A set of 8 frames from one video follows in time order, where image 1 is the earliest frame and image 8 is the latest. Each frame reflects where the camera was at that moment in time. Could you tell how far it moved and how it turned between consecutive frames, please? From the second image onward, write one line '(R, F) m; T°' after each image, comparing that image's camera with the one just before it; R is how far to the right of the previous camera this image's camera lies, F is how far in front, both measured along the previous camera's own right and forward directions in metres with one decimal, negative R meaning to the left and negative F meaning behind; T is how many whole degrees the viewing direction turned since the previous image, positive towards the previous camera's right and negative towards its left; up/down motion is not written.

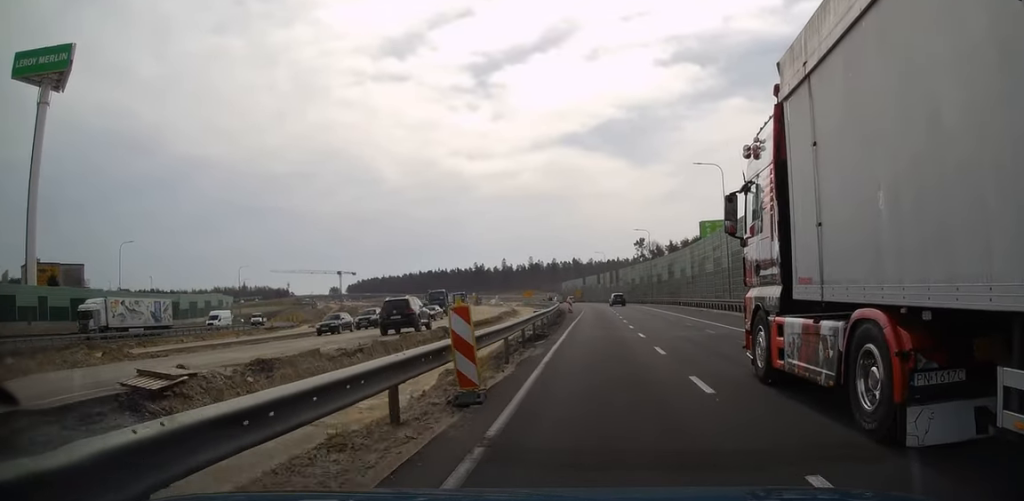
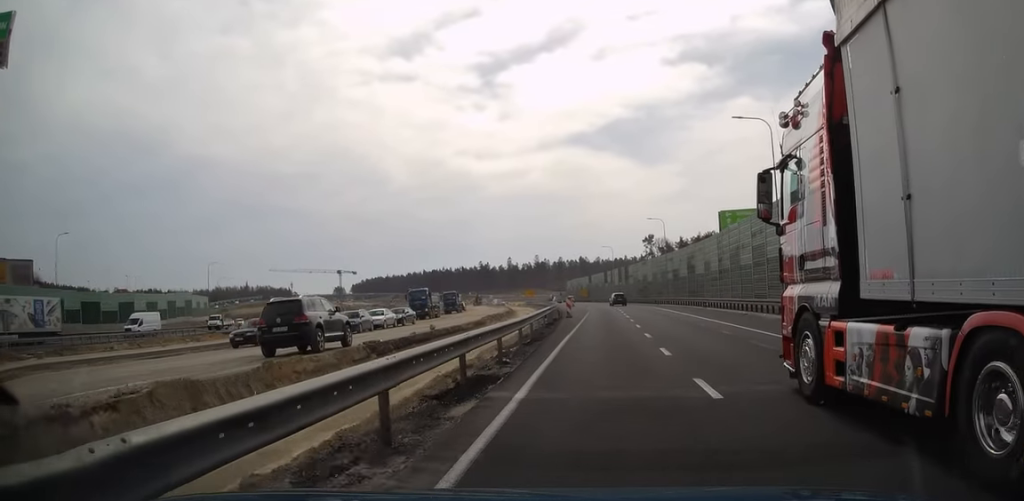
(-0.1, +12.4) m; -1°
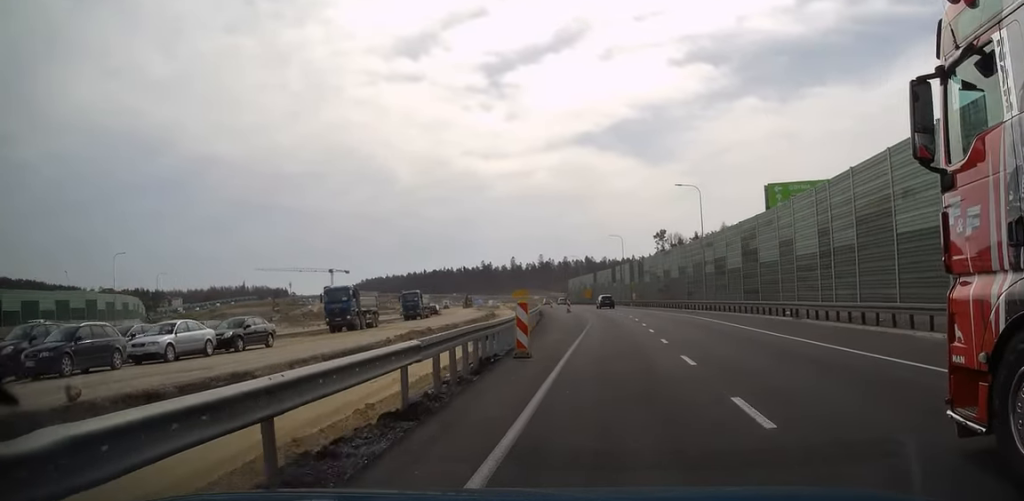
(-0.2, +25.6) m; -1°
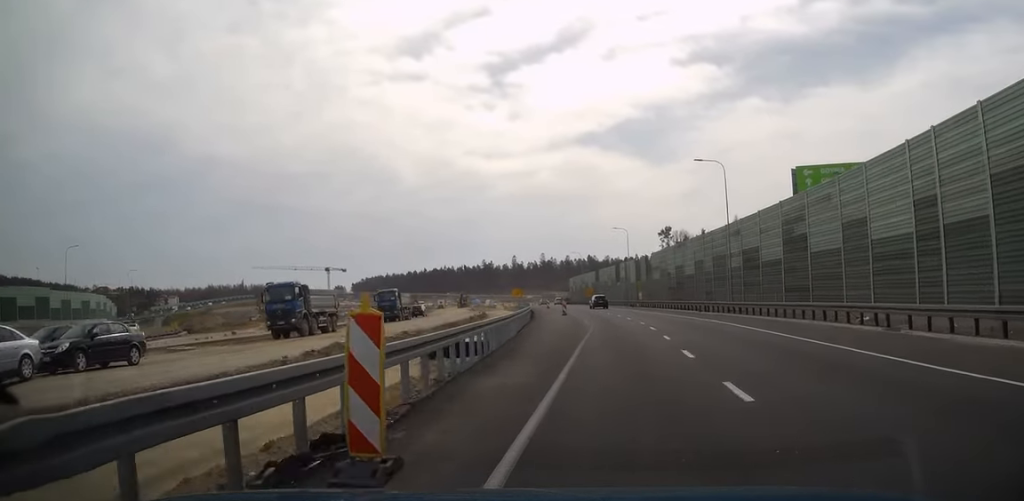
(0.0, +10.2) m; 0°
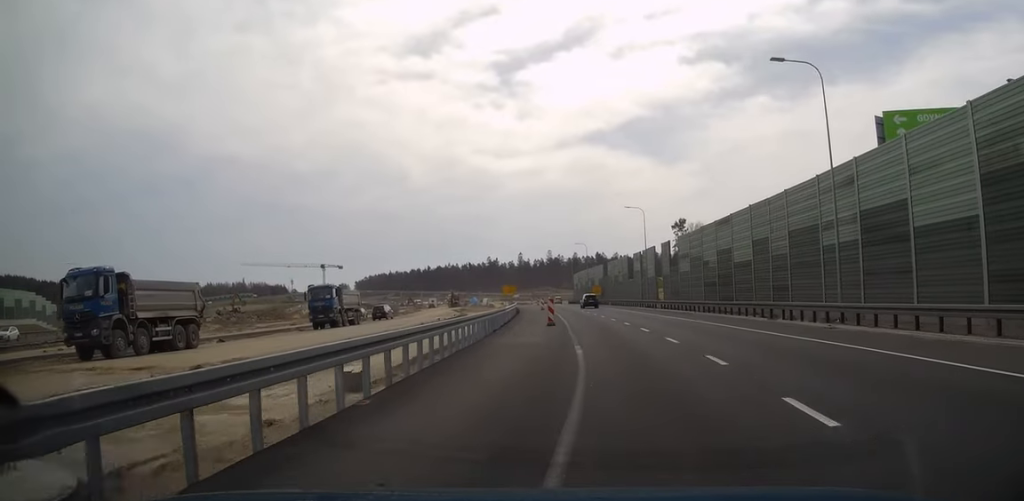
(-0.2, +19.7) m; -1°
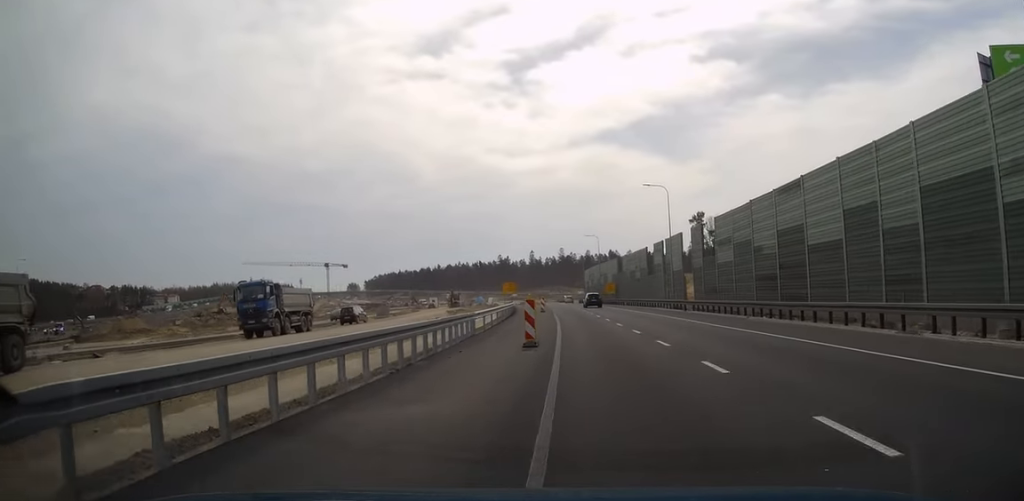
(0.0, +13.2) m; -1°
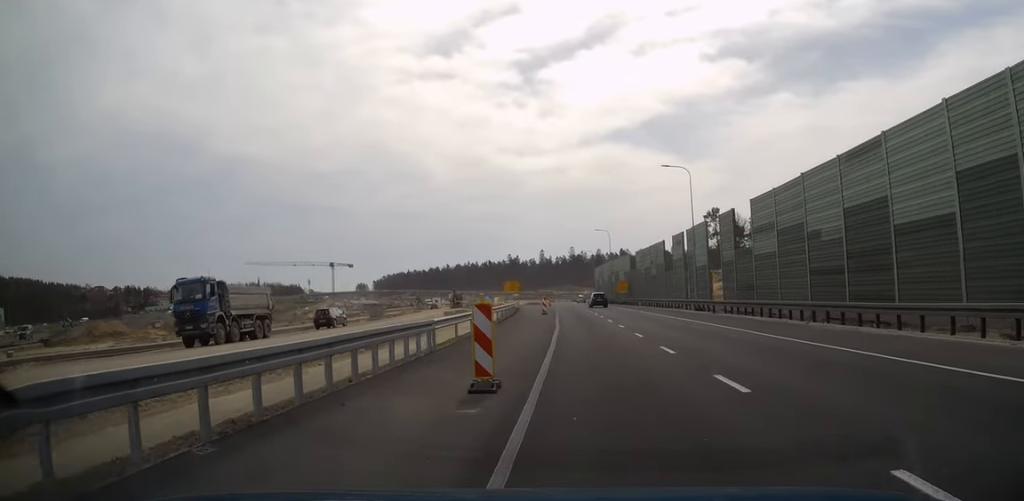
(-0.1, +8.1) m; -1°
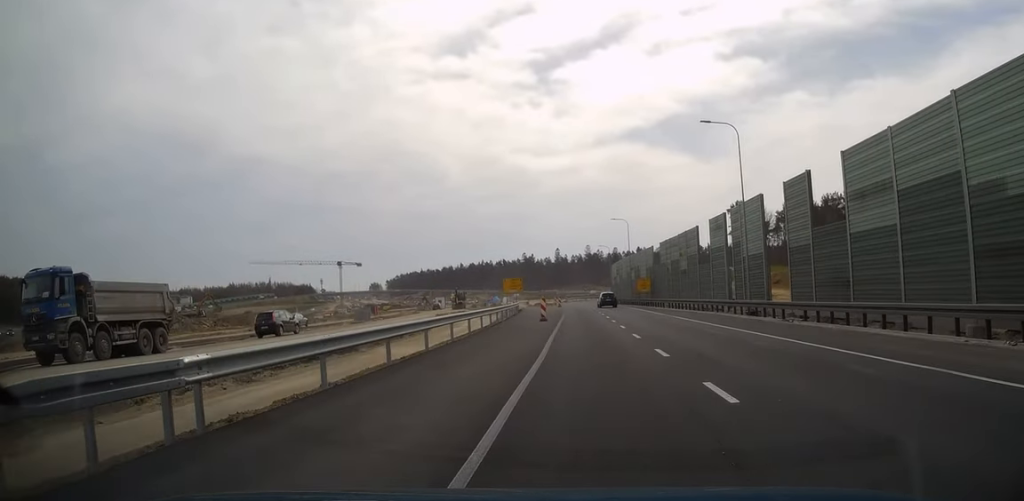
(-0.1, +12.5) m; -1°
